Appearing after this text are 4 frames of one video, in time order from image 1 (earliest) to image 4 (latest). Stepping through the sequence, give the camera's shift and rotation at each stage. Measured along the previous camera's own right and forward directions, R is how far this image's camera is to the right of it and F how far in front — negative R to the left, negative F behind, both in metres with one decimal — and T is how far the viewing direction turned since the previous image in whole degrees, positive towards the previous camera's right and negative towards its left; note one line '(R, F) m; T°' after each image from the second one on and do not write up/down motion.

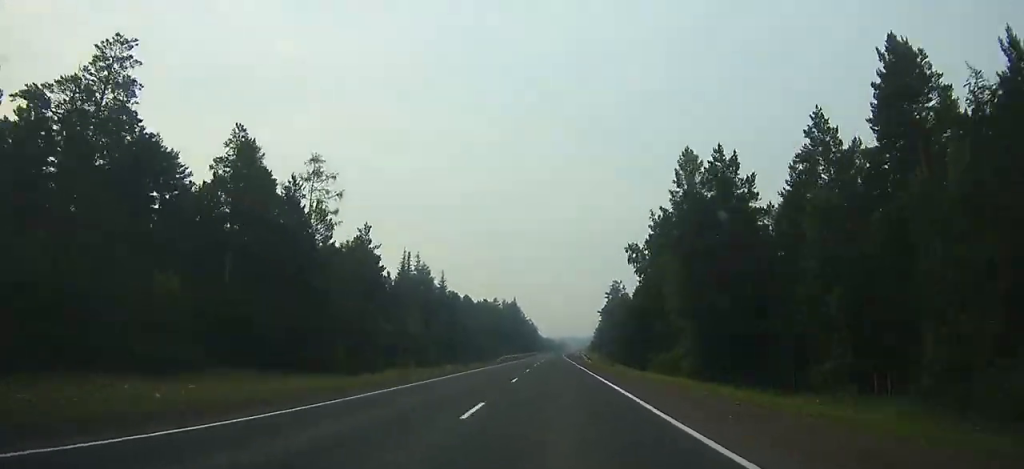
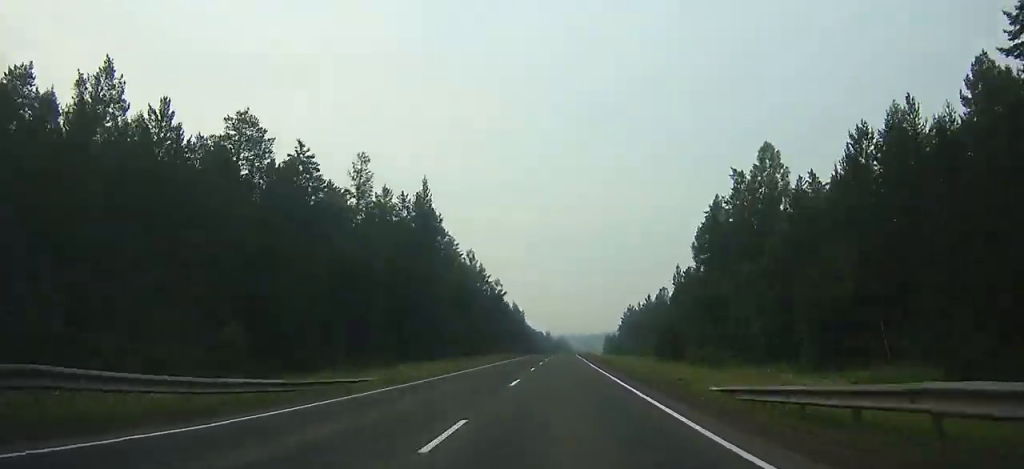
(-0.9, +174.7) m; 0°
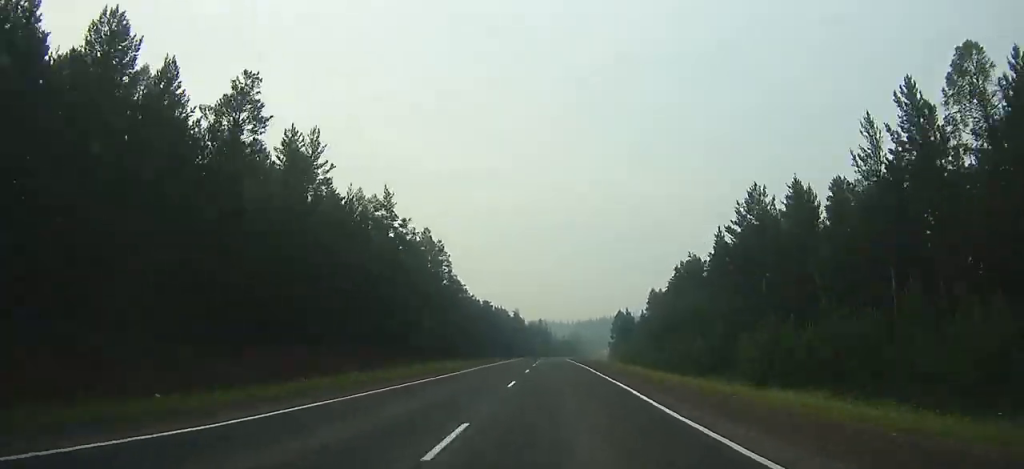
(+1.9, +154.0) m; +1°
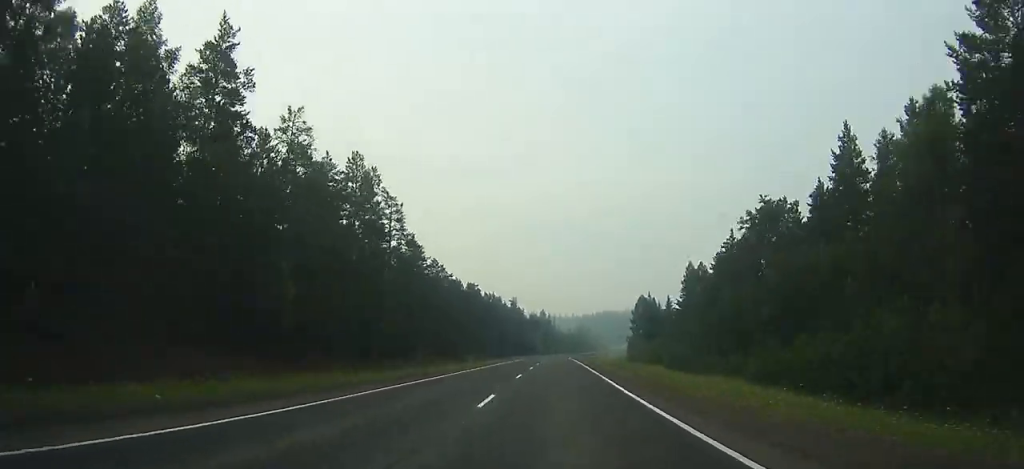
(+0.2, +43.1) m; 0°
